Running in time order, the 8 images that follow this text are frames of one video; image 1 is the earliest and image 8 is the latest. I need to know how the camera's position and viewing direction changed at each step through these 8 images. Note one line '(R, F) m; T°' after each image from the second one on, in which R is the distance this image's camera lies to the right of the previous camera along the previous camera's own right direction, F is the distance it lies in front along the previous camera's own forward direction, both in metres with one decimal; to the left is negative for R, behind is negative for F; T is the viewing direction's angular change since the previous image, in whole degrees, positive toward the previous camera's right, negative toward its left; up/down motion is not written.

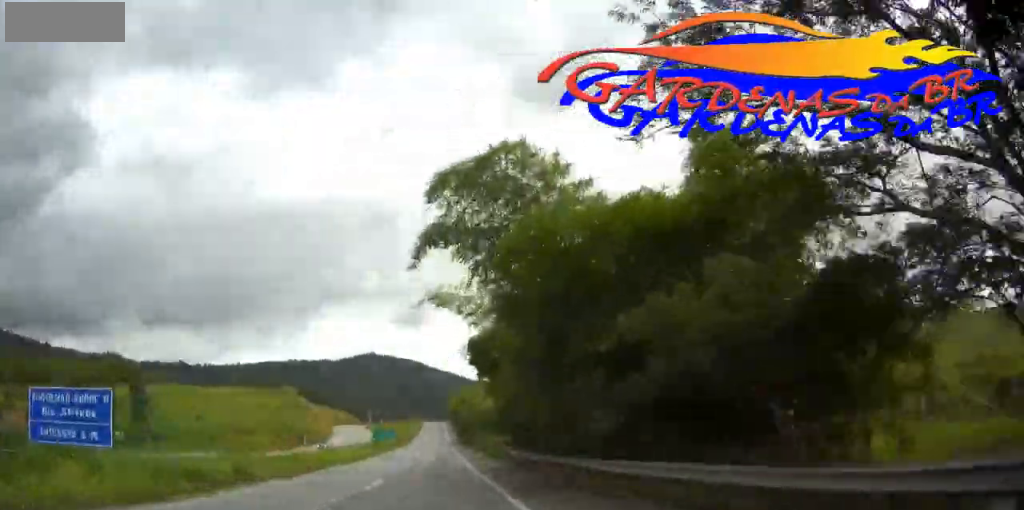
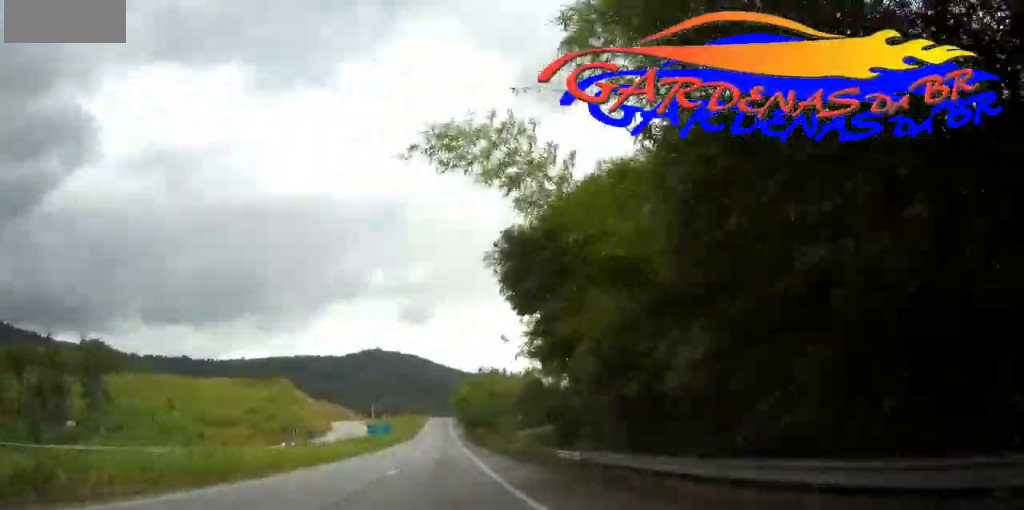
(0.0, +14.5) m; 0°
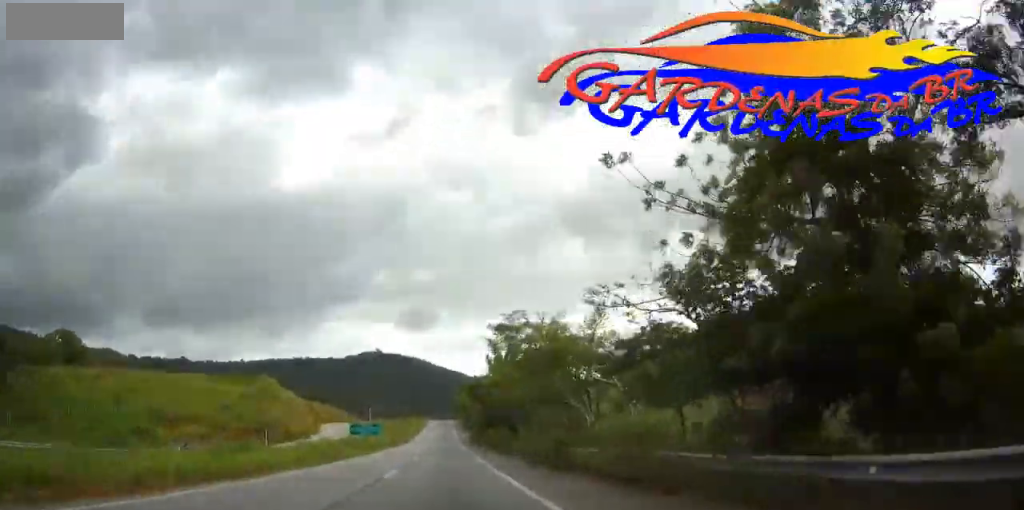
(0.0, +19.5) m; 0°
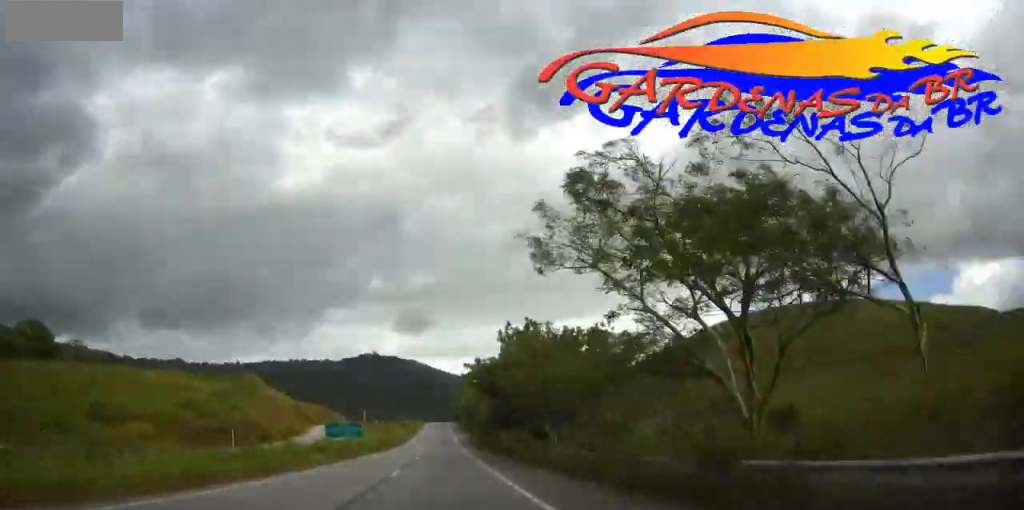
(0.0, +15.2) m; 0°
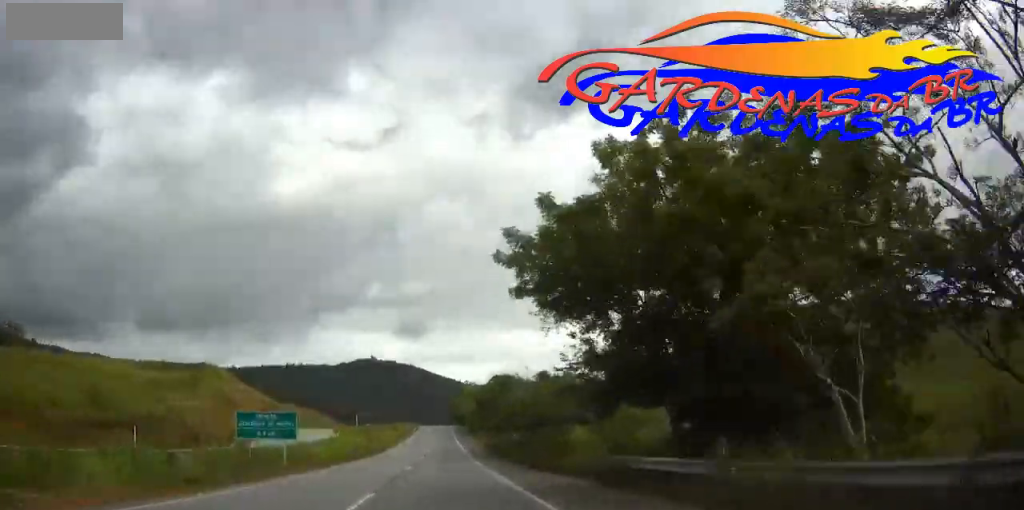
(-0.2, +28.8) m; 0°
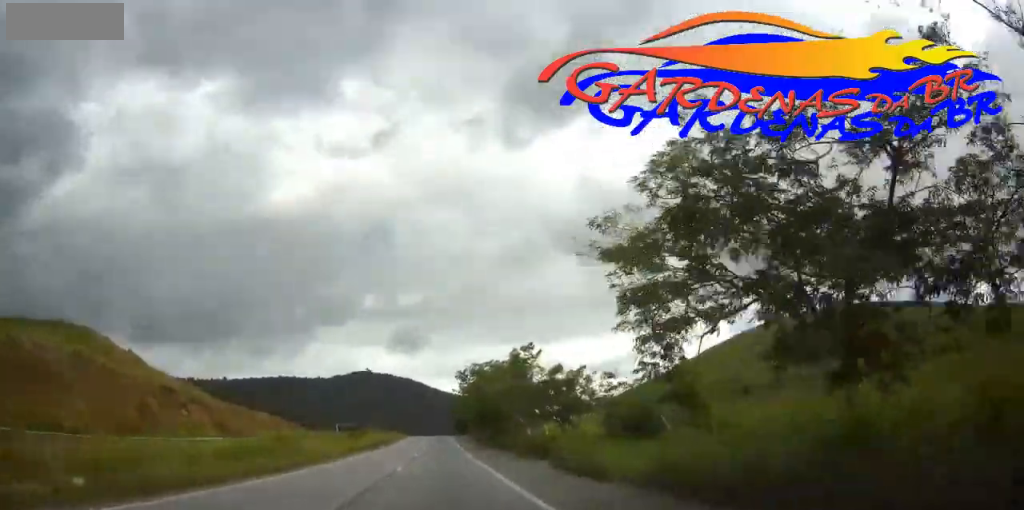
(+0.3, +58.2) m; +1°
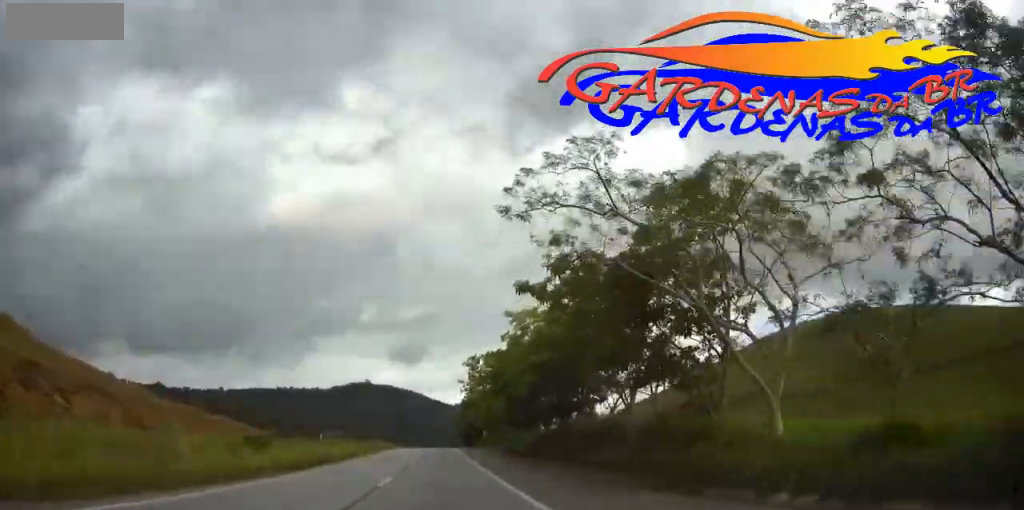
(-0.1, +41.6) m; 0°
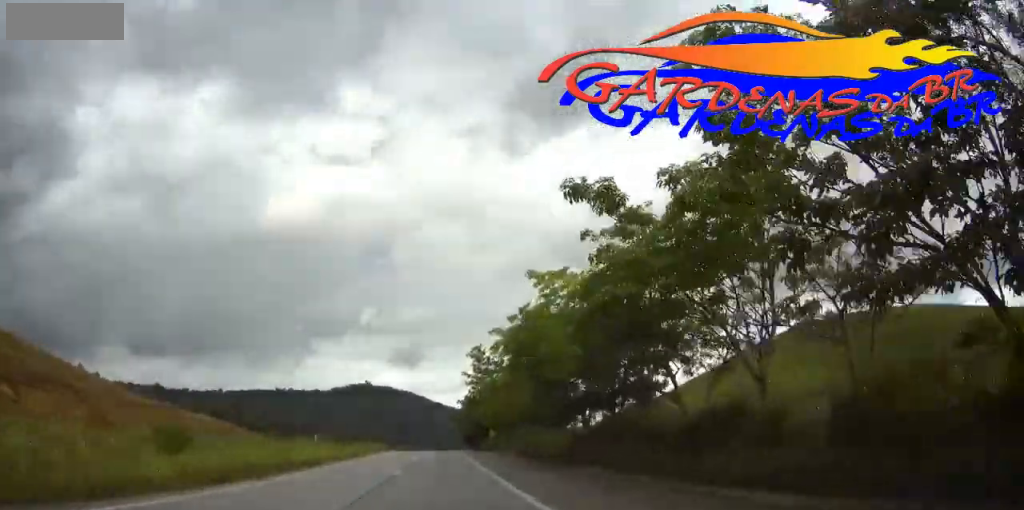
(0.0, +11.5) m; 0°
